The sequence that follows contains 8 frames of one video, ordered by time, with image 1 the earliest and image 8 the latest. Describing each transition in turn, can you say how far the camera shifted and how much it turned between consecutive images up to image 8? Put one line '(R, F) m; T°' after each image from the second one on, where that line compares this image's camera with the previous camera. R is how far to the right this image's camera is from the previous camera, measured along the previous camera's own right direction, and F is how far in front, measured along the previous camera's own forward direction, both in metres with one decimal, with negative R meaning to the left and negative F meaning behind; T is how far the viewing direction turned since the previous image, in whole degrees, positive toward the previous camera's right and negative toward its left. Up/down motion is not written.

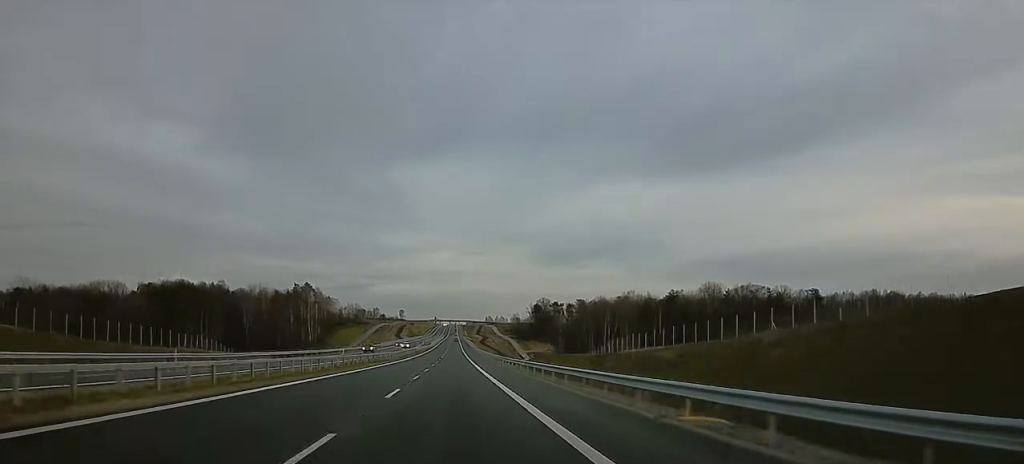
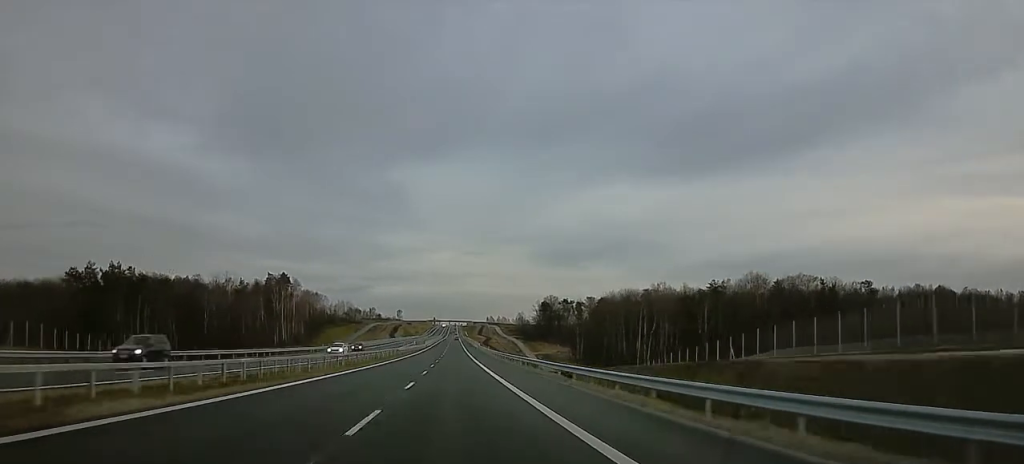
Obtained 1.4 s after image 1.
(0.0, +44.2) m; 0°
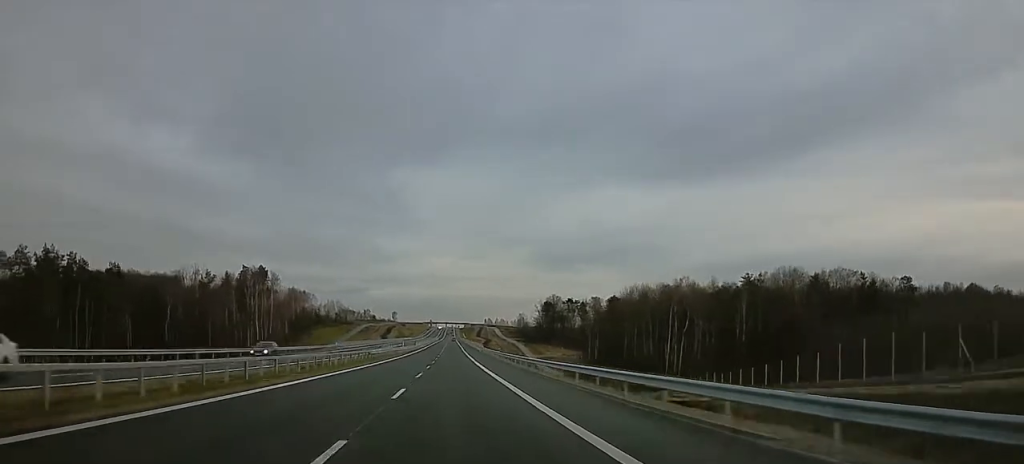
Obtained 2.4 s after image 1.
(0.0, +28.8) m; 0°
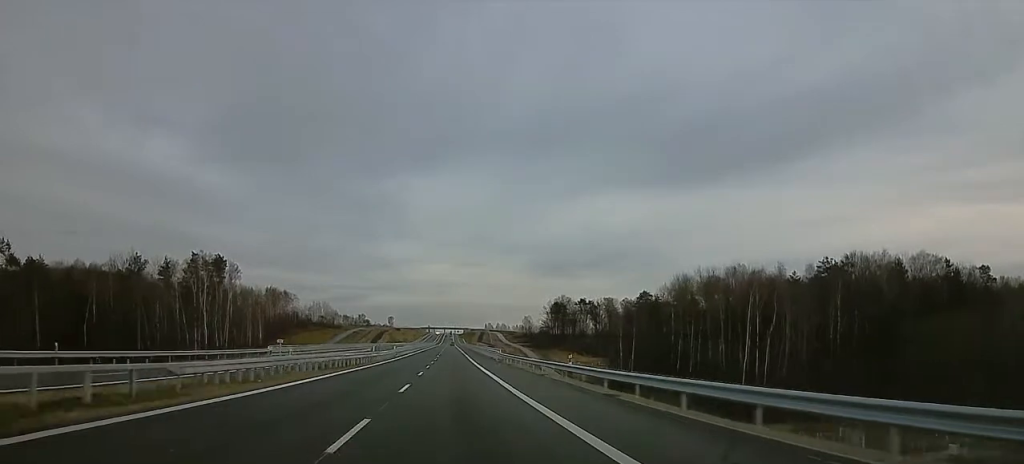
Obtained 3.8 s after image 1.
(0.0, +45.2) m; 0°
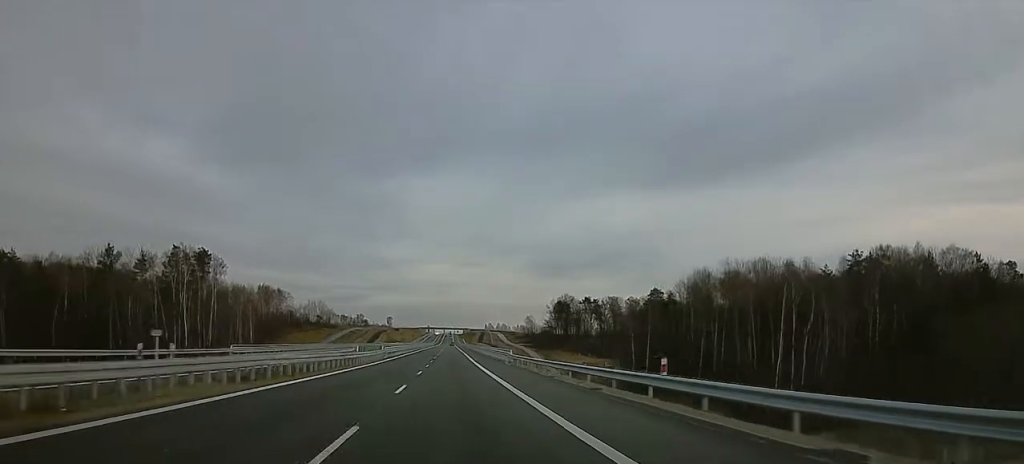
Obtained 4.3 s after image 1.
(0.0, +13.4) m; 0°
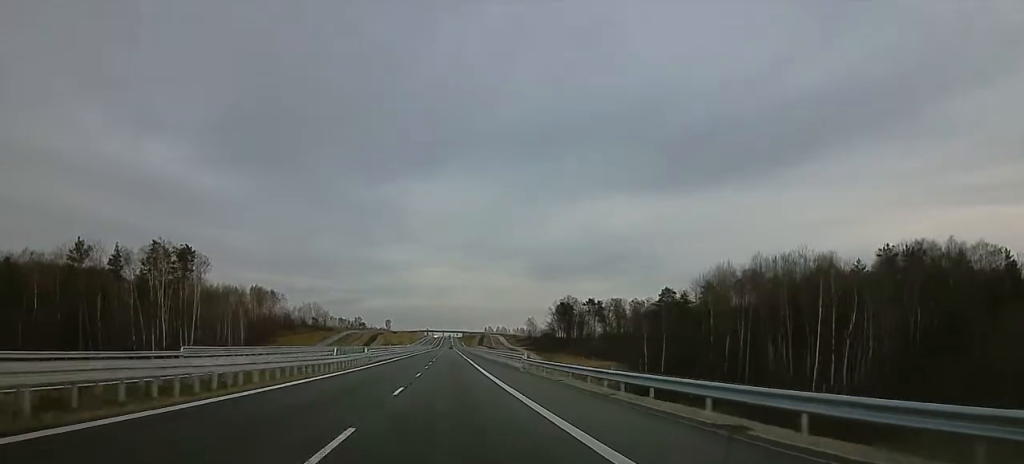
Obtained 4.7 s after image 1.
(0.0, +12.3) m; 0°
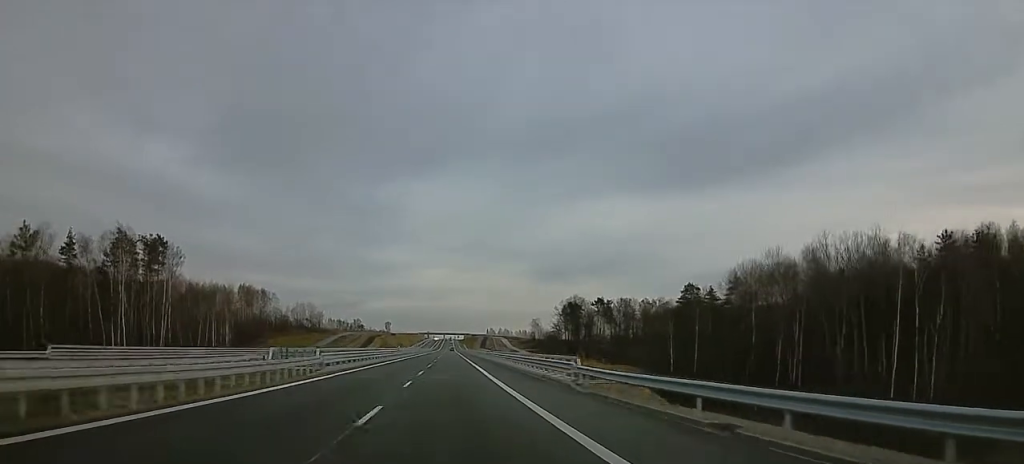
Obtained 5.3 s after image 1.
(0.0, +19.6) m; 0°
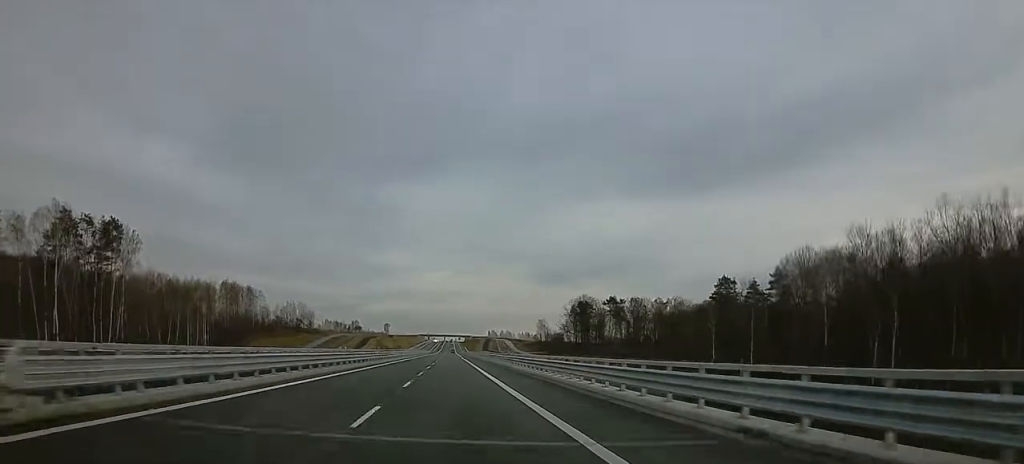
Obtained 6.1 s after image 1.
(0.0, +24.7) m; 0°
